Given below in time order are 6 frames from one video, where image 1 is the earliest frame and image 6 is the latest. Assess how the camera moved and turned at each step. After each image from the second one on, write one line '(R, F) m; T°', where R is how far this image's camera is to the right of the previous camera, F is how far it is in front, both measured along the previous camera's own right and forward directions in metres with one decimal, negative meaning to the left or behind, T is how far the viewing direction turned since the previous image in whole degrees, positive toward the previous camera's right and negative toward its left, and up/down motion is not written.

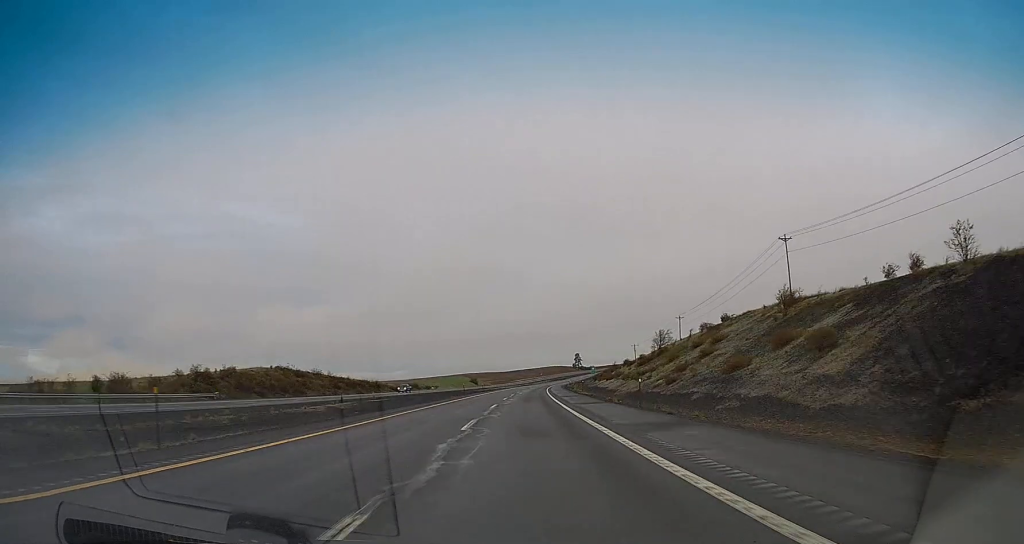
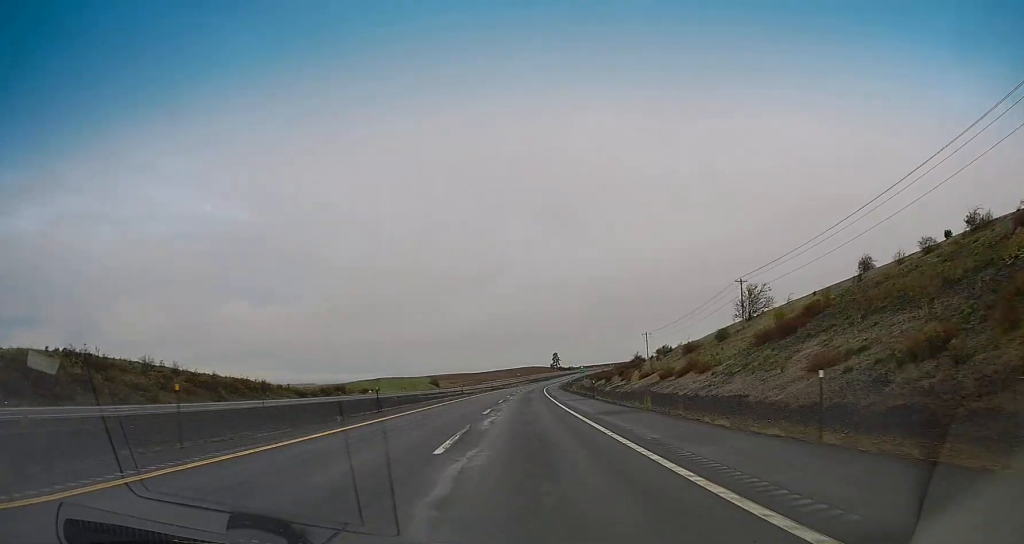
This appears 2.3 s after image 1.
(+2.1, +66.6) m; +3°
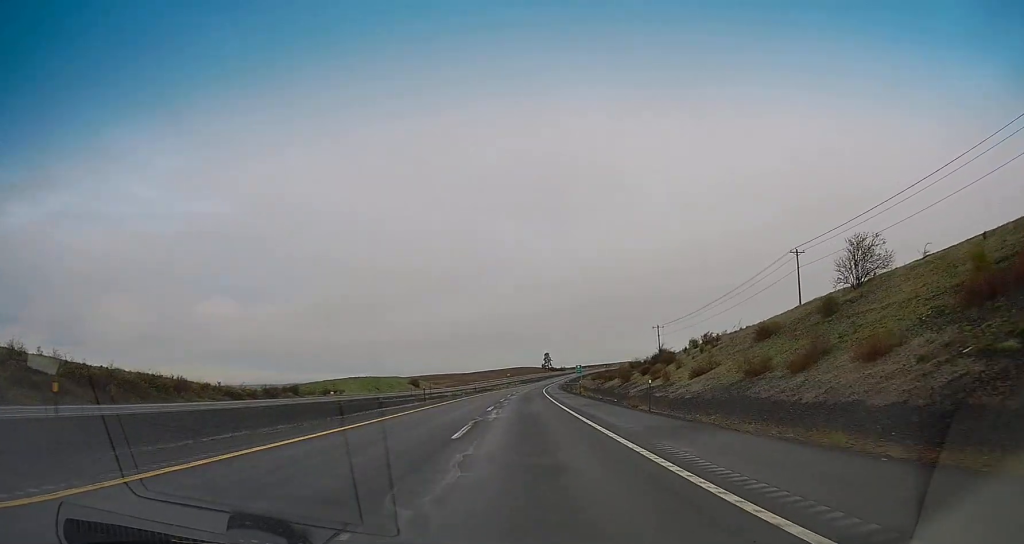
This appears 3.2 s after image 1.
(-0.3, +27.6) m; 0°
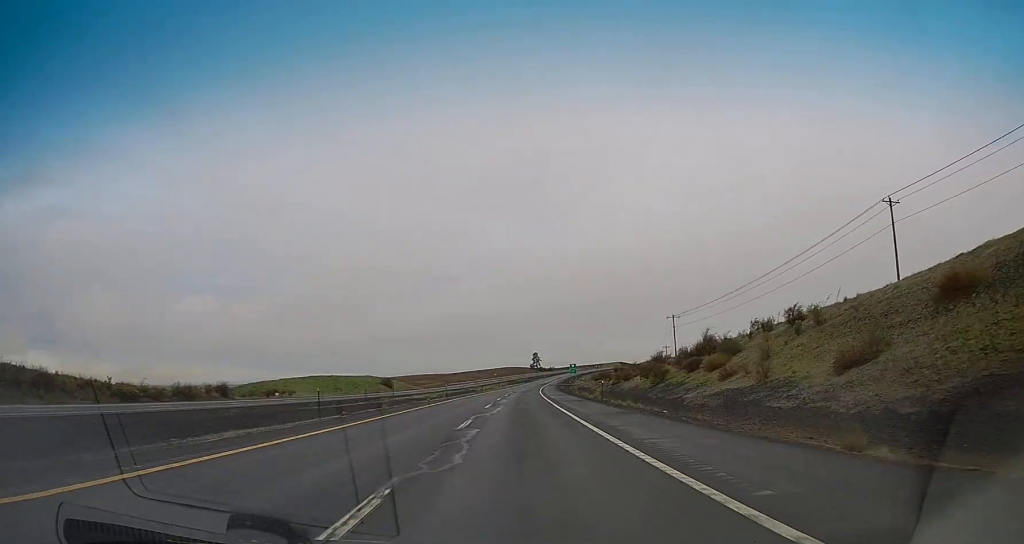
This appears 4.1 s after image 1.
(+0.1, +27.5) m; +2°
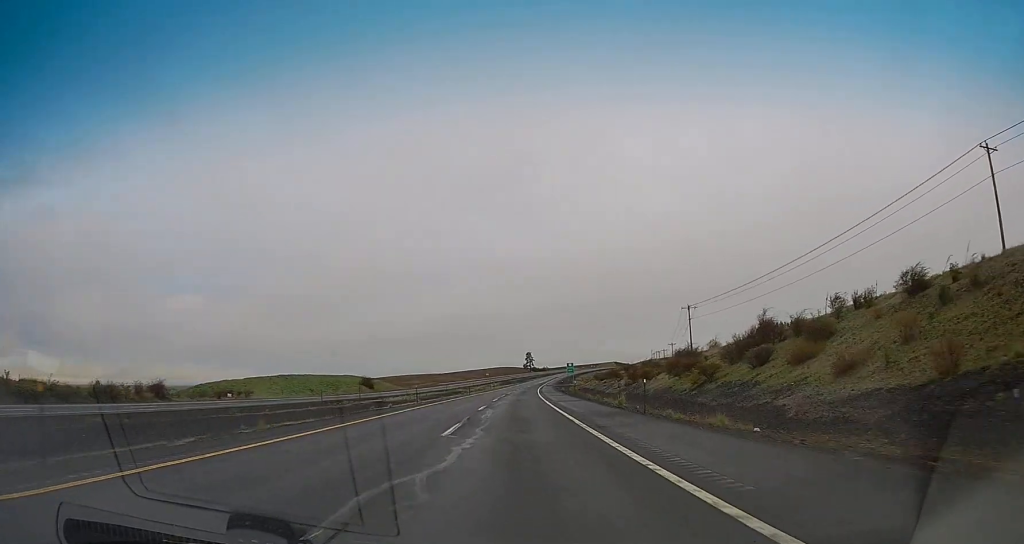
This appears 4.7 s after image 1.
(+0.3, +17.7) m; +1°
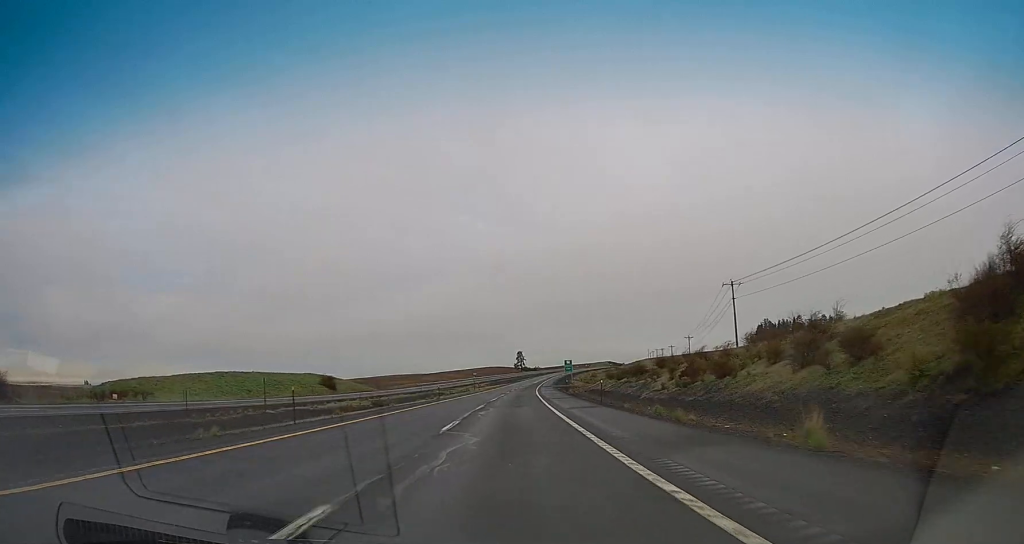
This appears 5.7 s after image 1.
(+0.4, +29.5) m; +1°
